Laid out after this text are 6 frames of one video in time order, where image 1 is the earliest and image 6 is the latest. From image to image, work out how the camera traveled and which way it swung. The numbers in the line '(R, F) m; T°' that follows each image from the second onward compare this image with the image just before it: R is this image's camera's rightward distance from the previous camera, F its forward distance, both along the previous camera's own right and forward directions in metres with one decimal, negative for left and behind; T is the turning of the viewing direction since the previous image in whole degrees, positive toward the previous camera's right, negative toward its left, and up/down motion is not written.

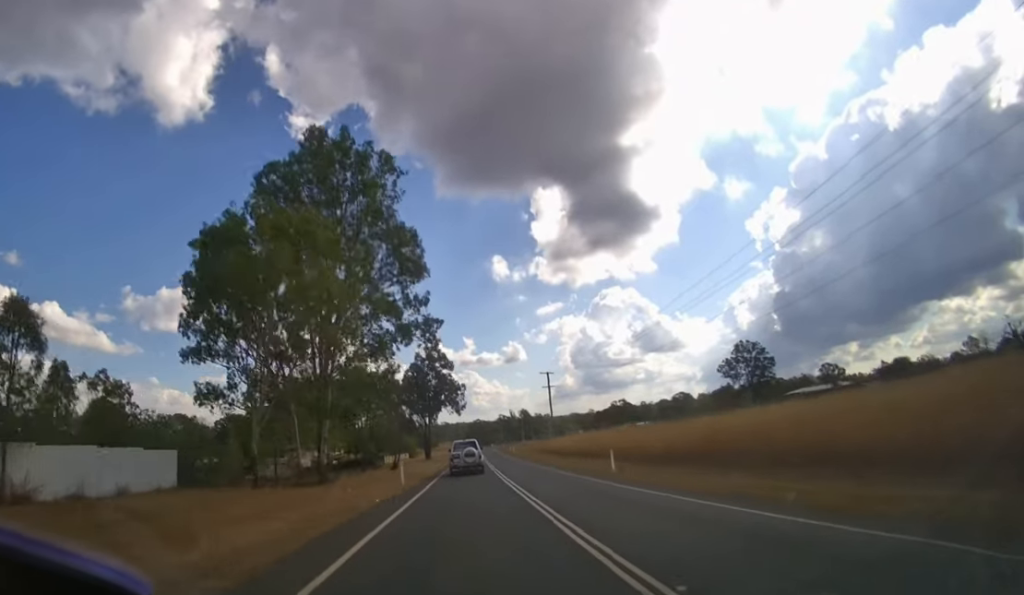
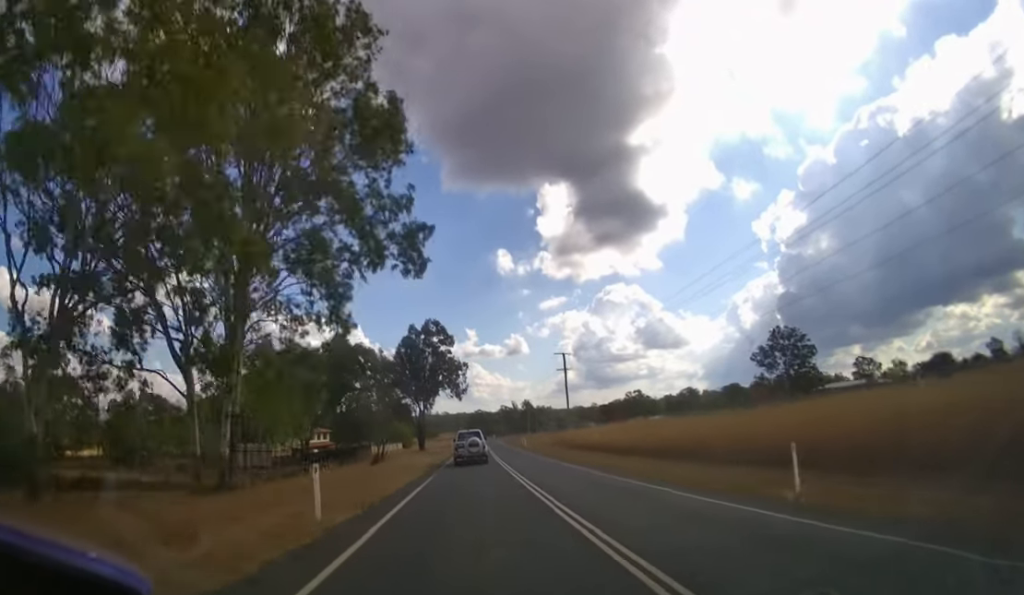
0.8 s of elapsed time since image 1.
(+0.1, +11.5) m; +1°
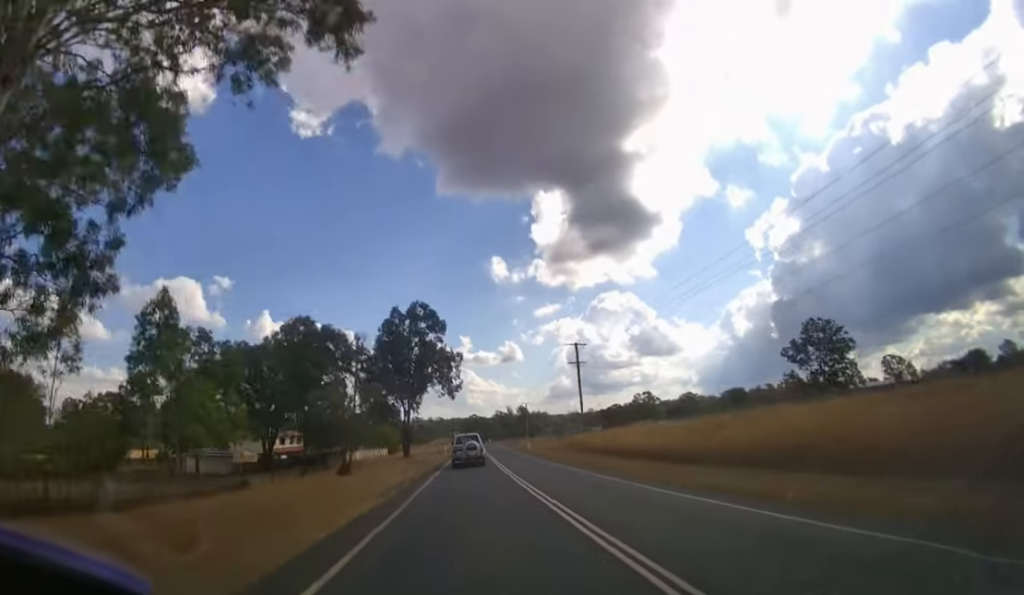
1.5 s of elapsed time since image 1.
(+0.1, +9.9) m; 0°
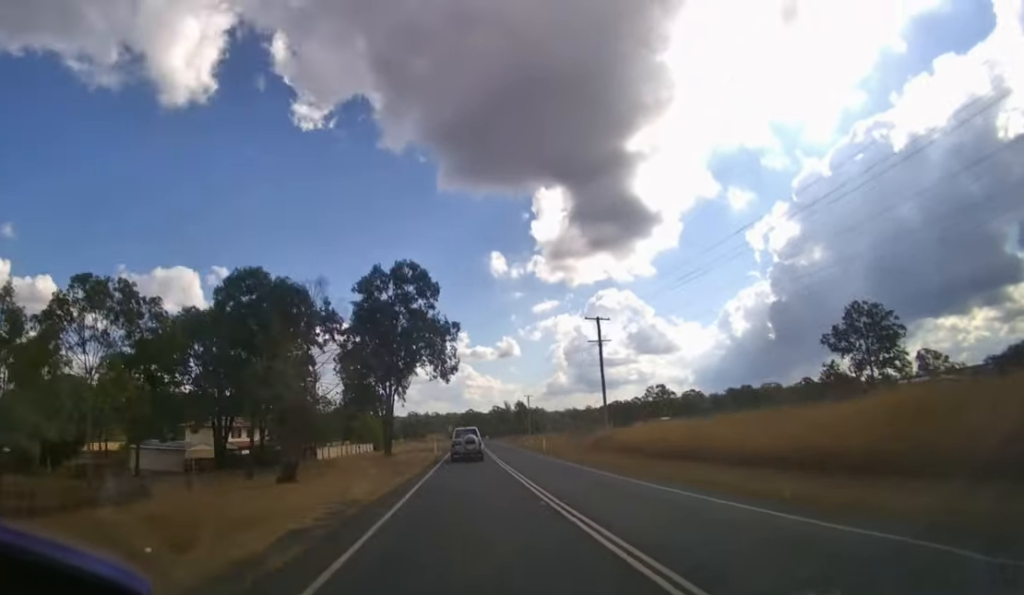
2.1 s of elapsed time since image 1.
(0.0, +9.5) m; 0°
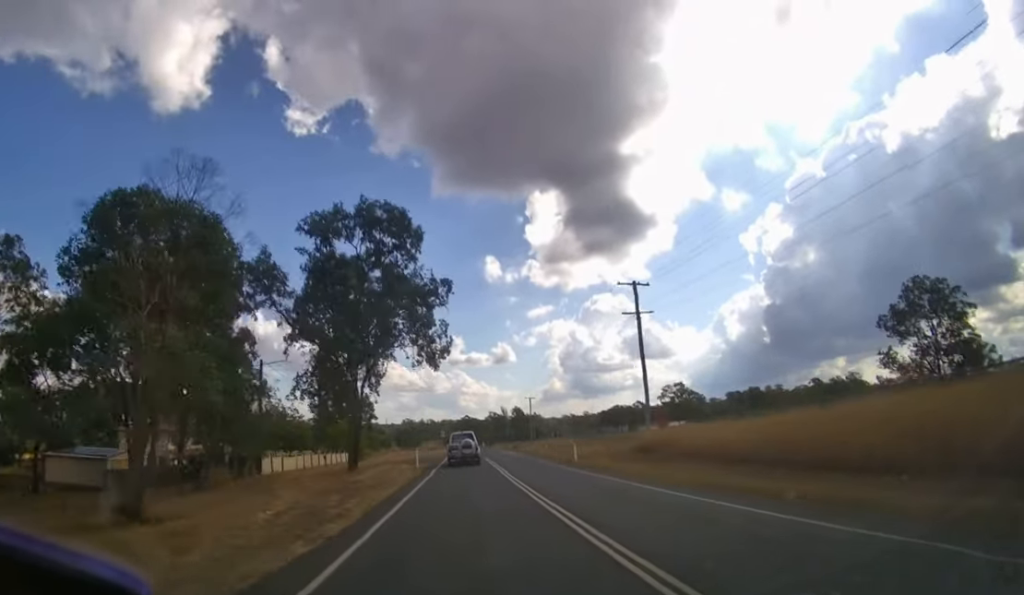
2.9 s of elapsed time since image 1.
(0.0, +11.4) m; 0°
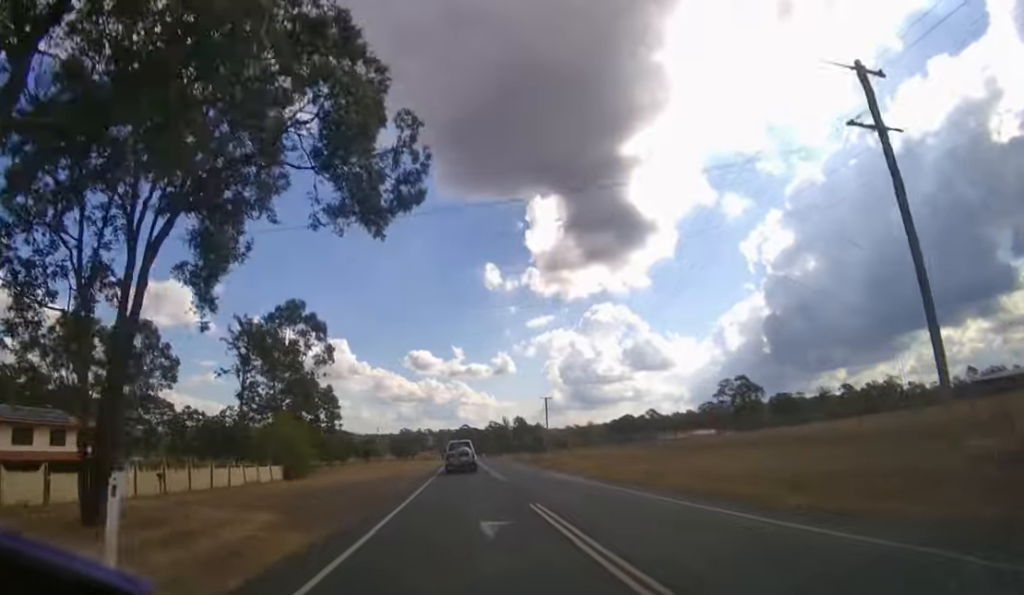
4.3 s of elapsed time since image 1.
(+0.1, +24.3) m; 0°
